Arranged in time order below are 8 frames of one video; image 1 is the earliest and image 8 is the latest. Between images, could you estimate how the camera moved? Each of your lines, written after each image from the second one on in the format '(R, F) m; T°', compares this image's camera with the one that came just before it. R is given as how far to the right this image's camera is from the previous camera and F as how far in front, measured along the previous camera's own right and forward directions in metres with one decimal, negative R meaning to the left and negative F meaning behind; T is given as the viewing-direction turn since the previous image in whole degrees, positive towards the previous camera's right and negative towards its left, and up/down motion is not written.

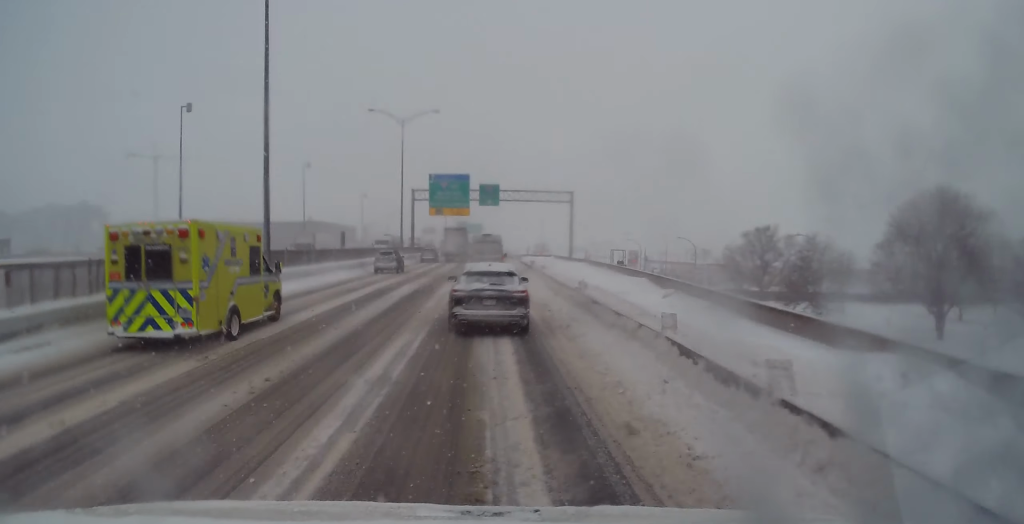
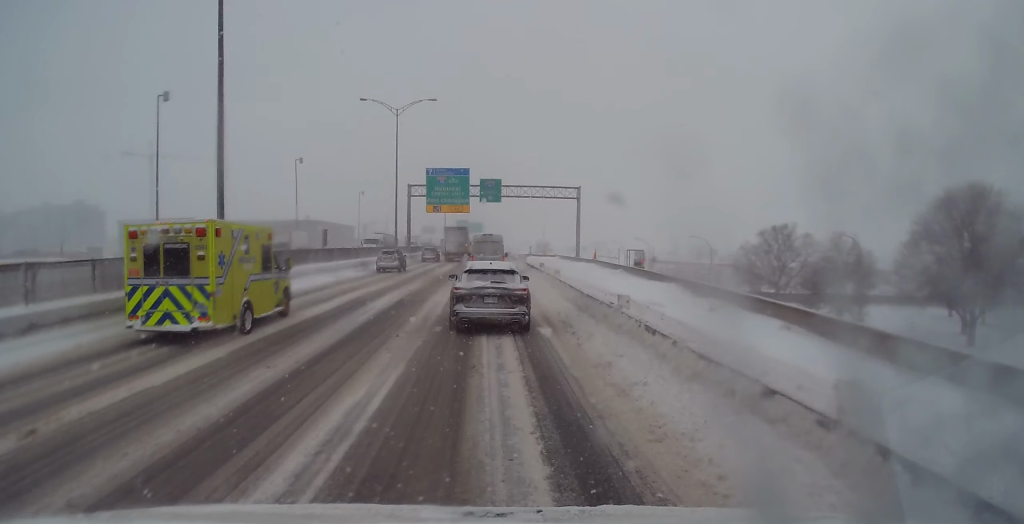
(-0.1, +5.0) m; 0°
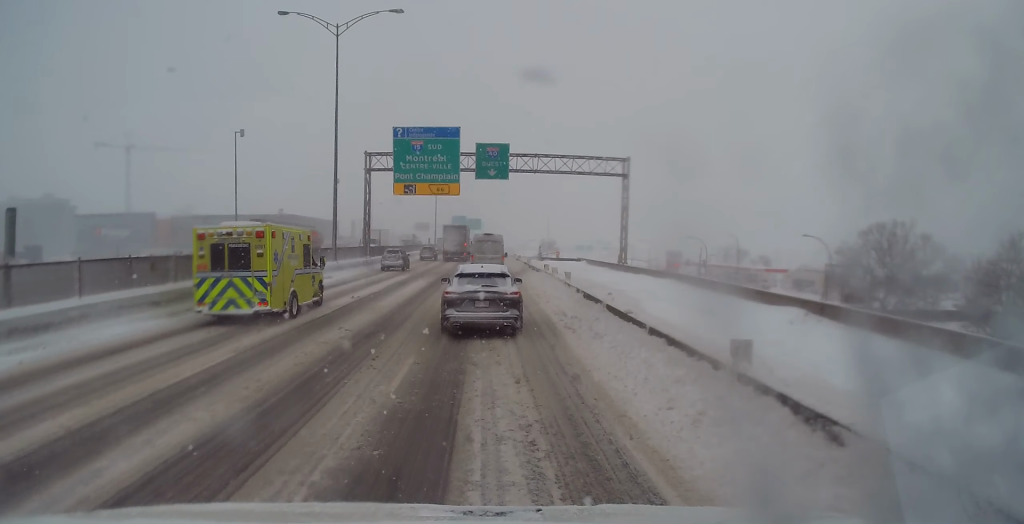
(0.0, +25.7) m; 0°
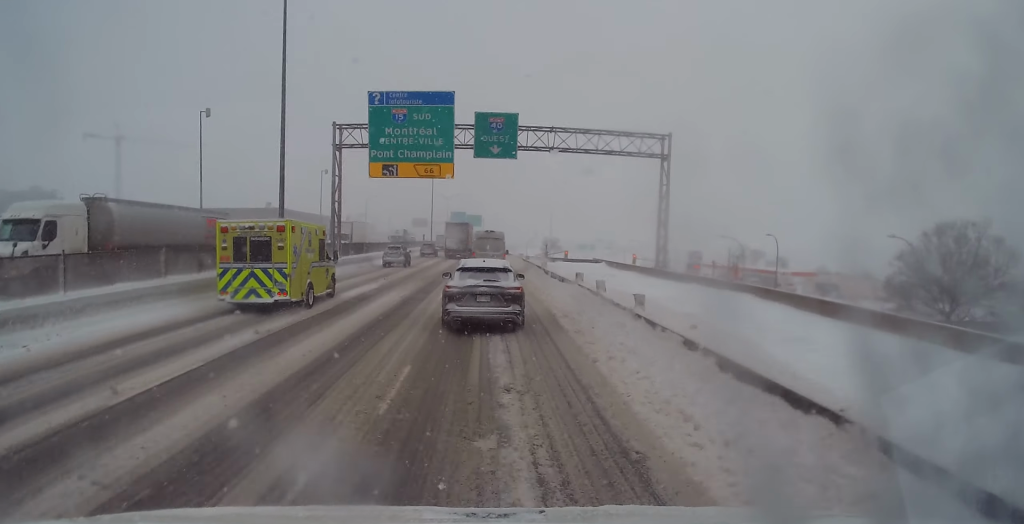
(+0.1, +10.7) m; 0°
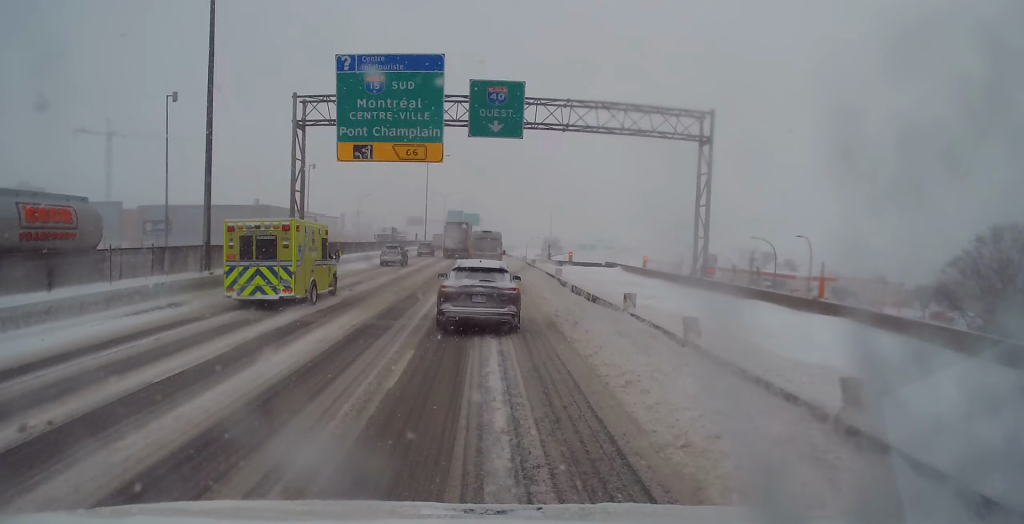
(0.0, +7.7) m; 0°
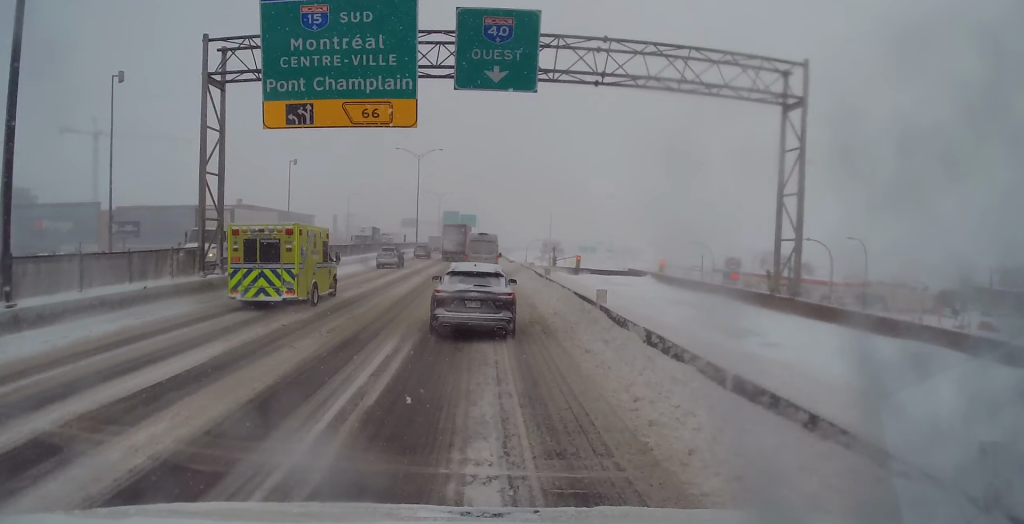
(0.0, +9.9) m; 0°
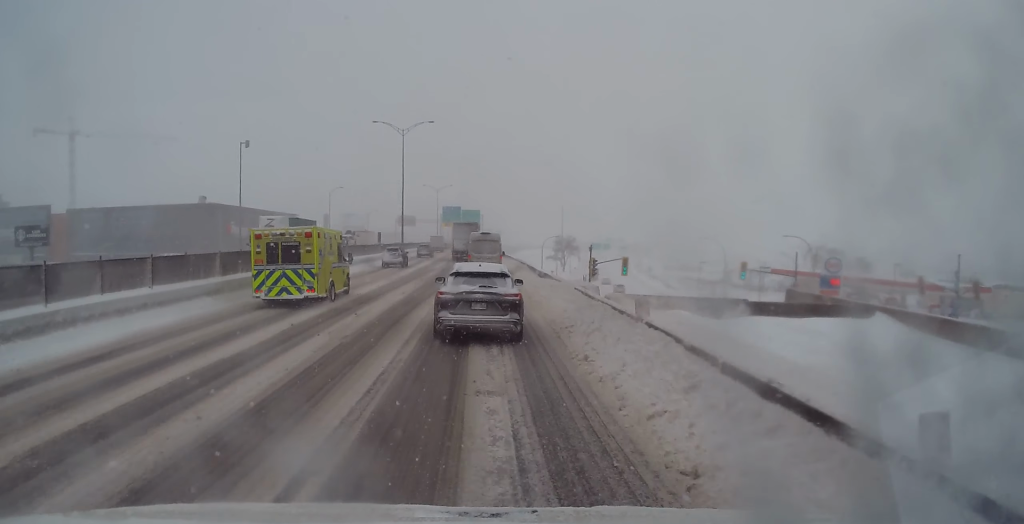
(-0.6, +23.7) m; -1°
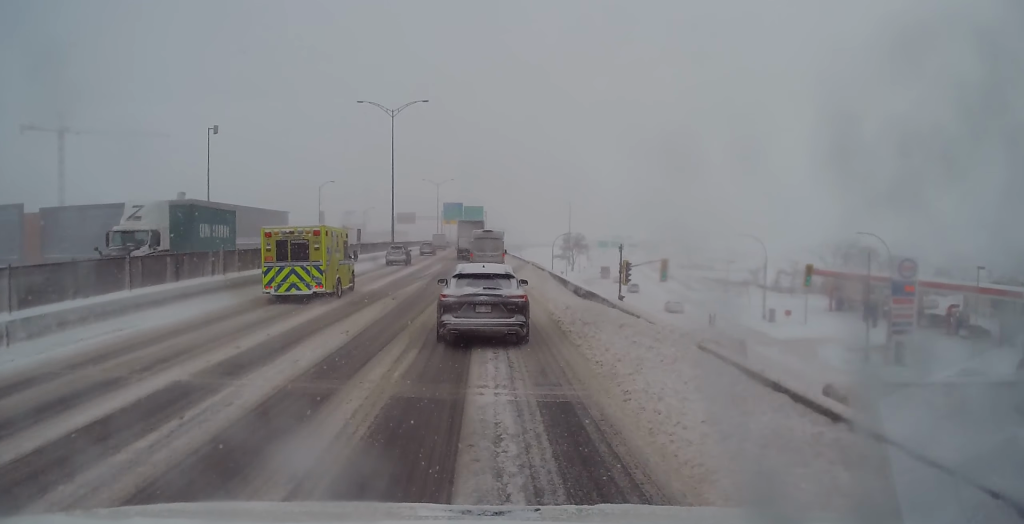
(+0.5, +11.1) m; 0°
